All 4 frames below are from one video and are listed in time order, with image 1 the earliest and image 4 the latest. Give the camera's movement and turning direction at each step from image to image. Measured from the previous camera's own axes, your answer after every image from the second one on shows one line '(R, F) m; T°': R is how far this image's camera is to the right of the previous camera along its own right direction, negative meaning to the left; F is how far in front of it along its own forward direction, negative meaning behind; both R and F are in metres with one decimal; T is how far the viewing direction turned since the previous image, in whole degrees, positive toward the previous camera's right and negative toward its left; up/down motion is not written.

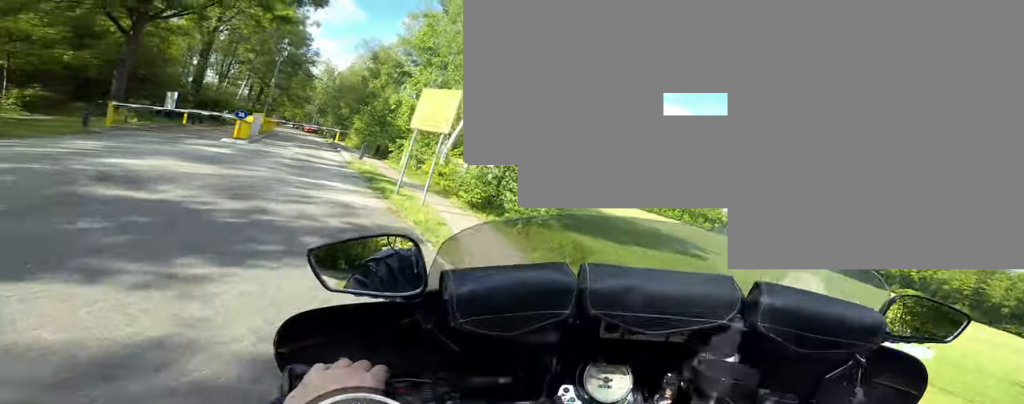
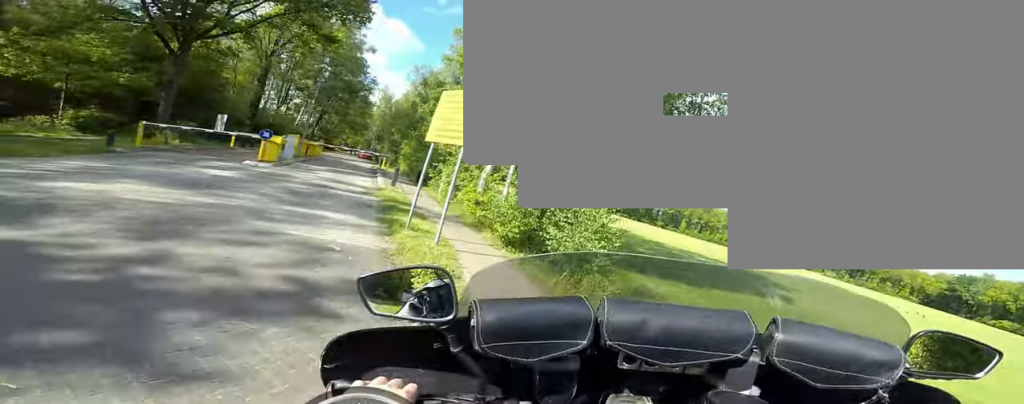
(+0.1, +2.7) m; -4°
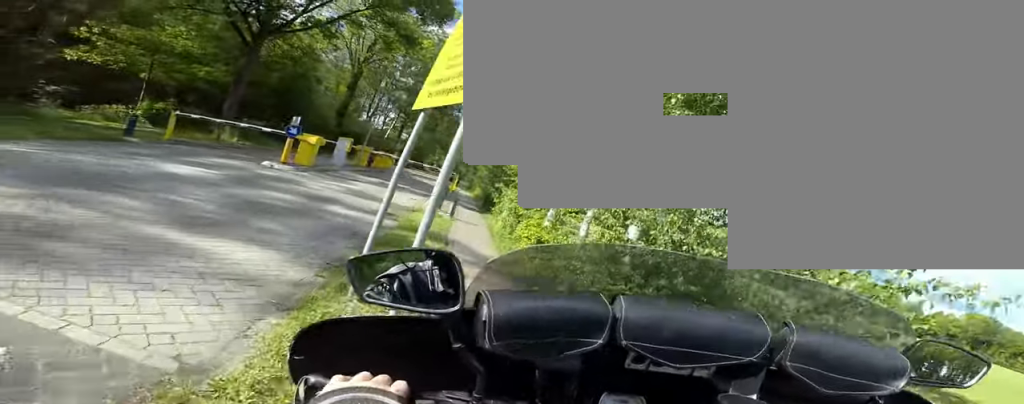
(-0.4, +4.7) m; -11°
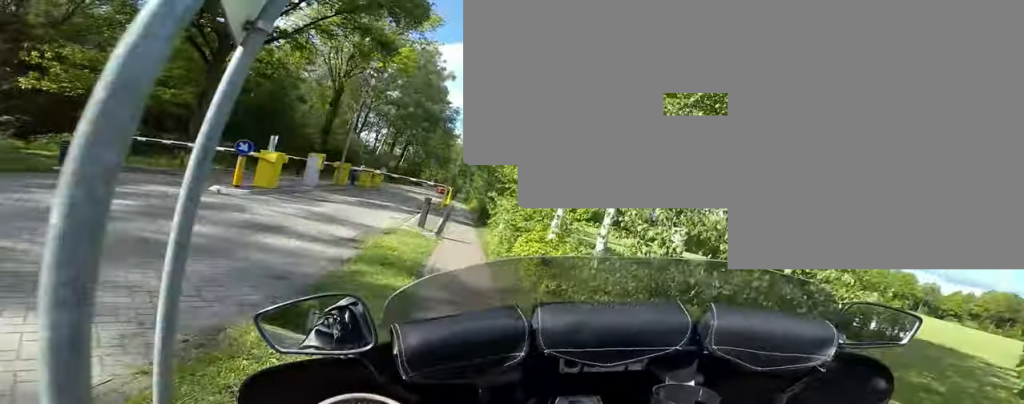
(0.0, +2.0) m; -5°
